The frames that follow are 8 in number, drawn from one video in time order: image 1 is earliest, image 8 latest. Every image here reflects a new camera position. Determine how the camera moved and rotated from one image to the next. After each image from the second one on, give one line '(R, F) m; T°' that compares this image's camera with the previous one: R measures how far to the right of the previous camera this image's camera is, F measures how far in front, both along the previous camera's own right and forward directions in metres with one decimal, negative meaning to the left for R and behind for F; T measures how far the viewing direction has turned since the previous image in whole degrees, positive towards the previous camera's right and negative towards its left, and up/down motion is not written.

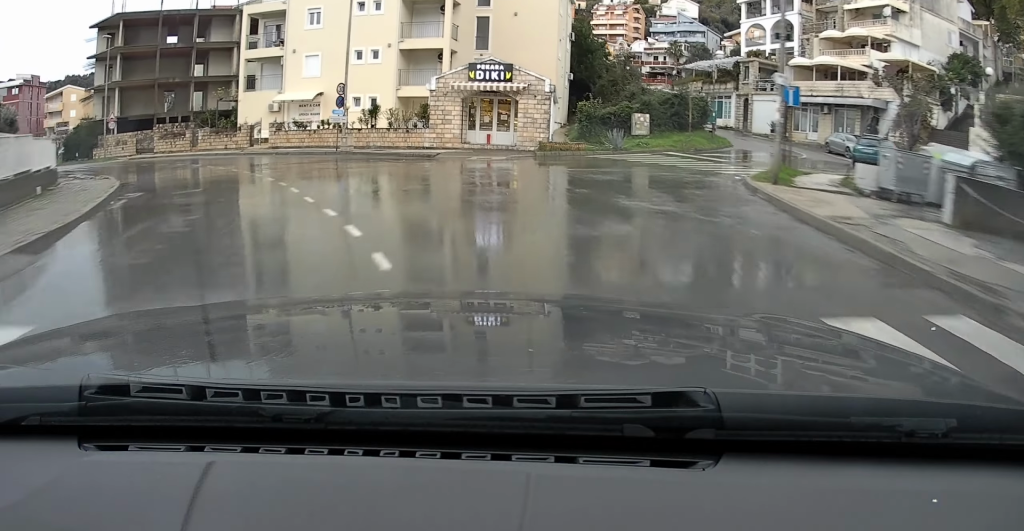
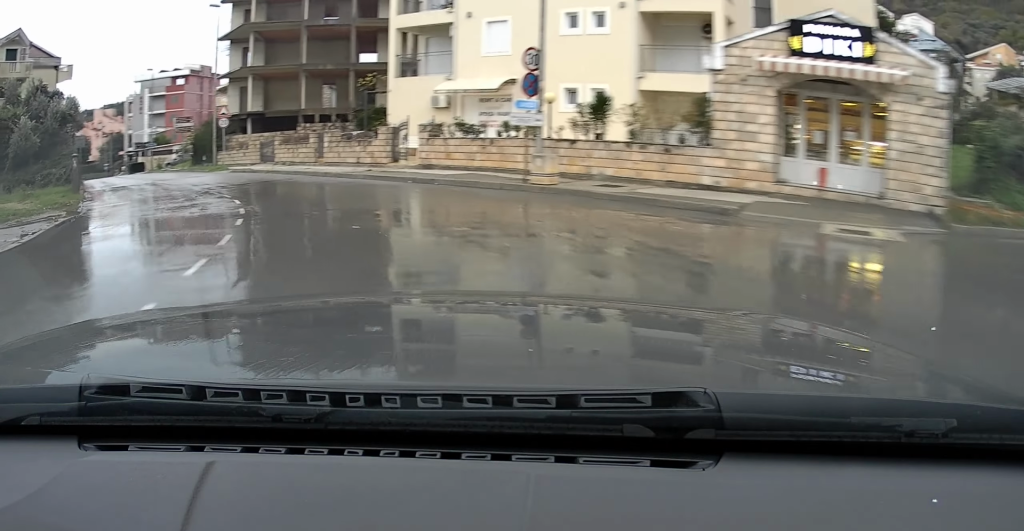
(-2.7, +15.8) m; -21°
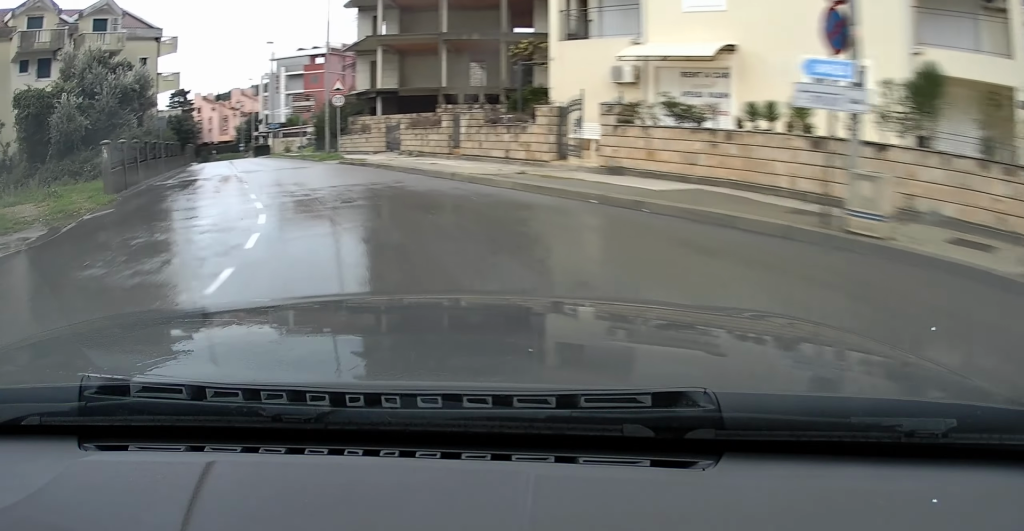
(-0.8, +8.0) m; -12°
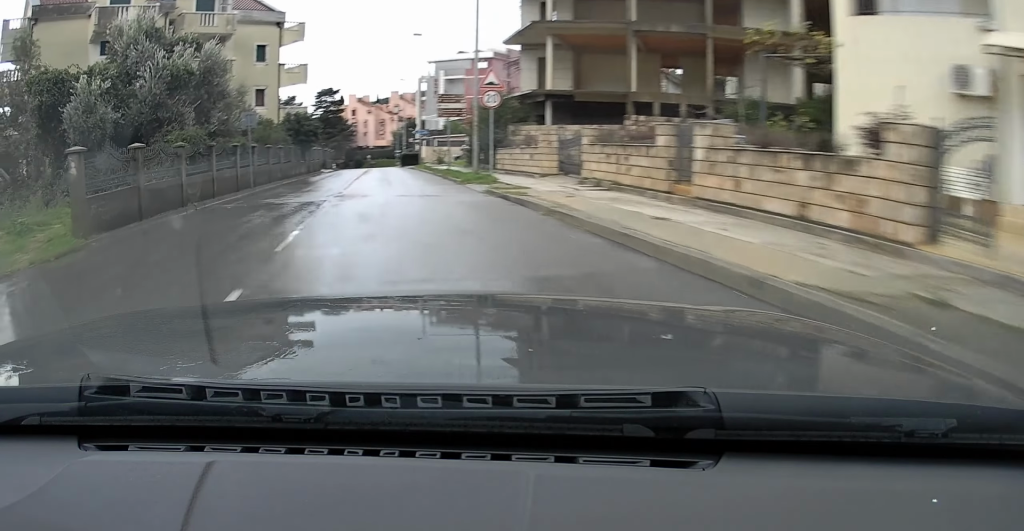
(-0.9, +8.8) m; -12°
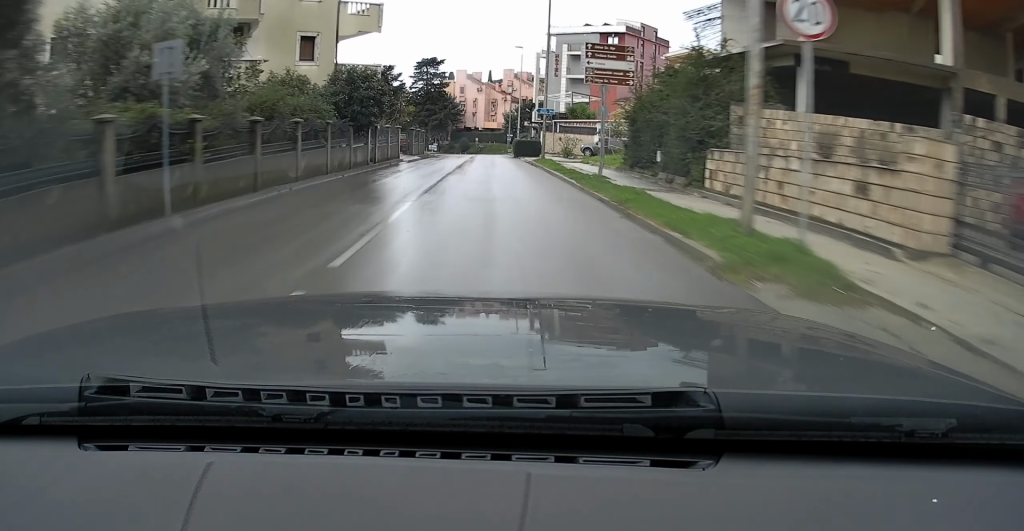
(-1.9, +14.6) m; -9°
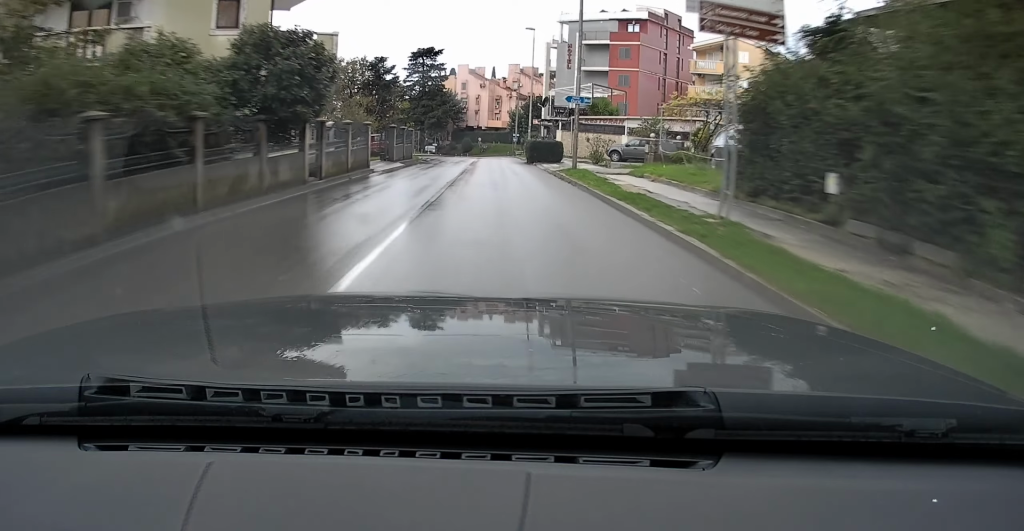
(-0.3, +9.9) m; 0°
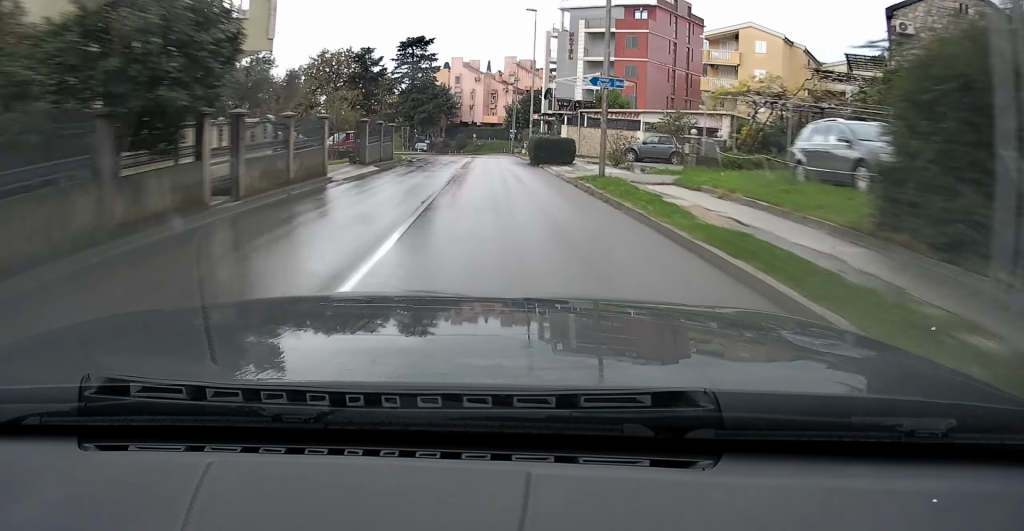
(+0.1, +5.9) m; +2°
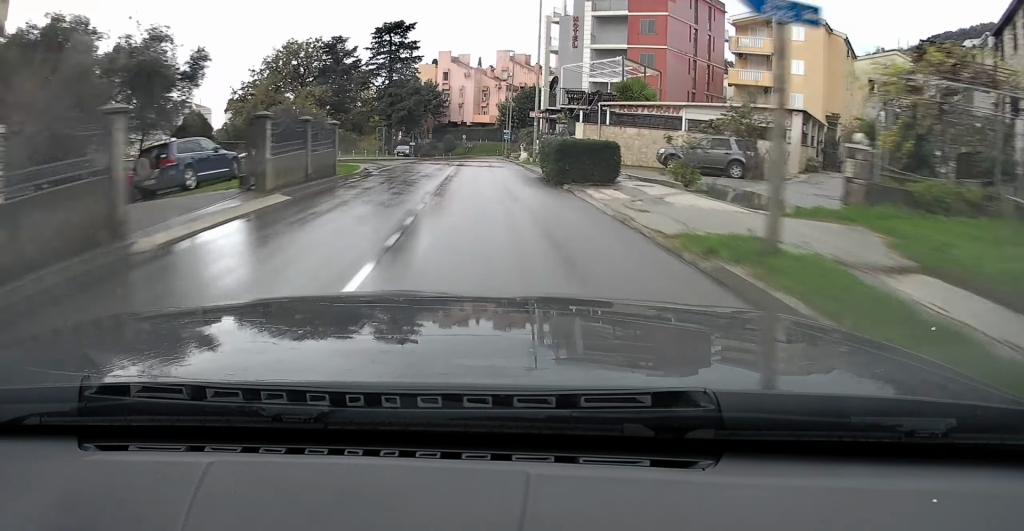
(+0.2, +10.1) m; 0°
